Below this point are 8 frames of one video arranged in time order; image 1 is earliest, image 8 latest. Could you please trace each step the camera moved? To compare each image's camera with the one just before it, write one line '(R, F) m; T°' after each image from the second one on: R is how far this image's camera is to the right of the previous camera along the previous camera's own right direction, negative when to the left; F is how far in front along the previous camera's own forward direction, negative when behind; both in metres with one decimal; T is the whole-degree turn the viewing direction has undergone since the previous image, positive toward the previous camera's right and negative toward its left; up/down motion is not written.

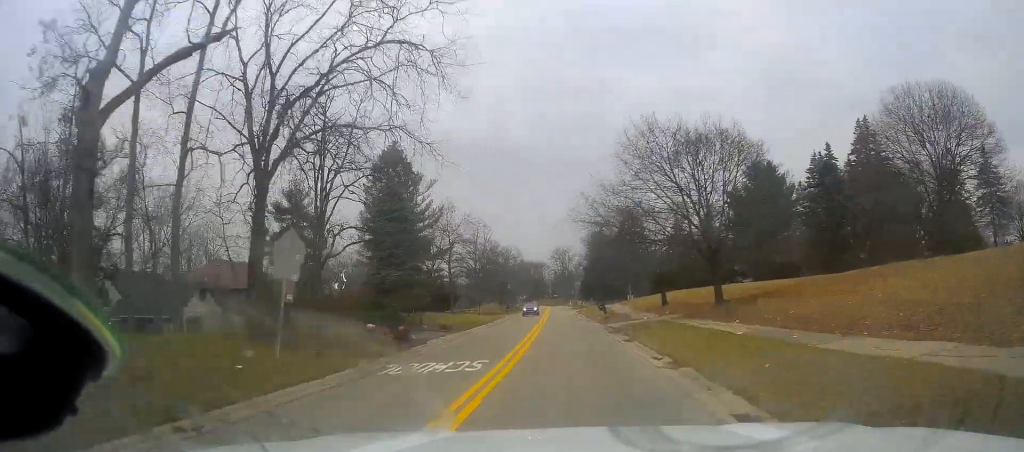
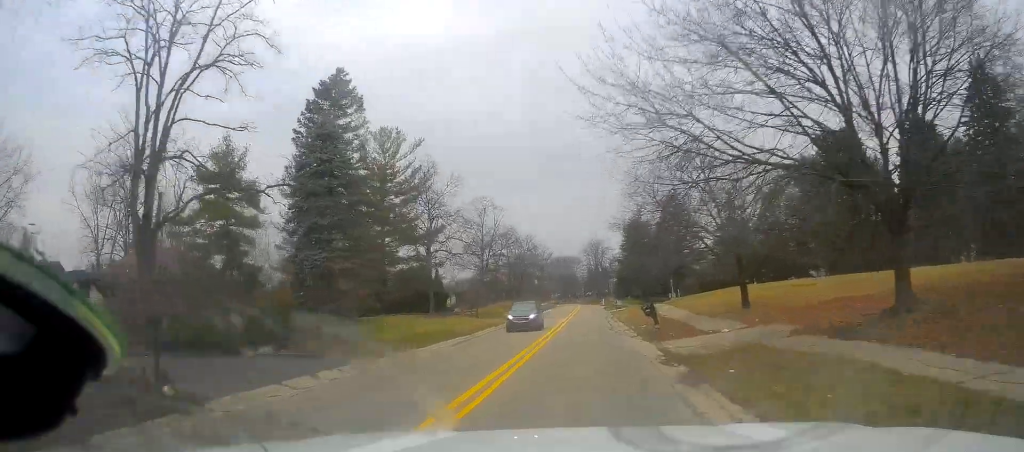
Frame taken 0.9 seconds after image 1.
(-0.3, +17.7) m; -5°
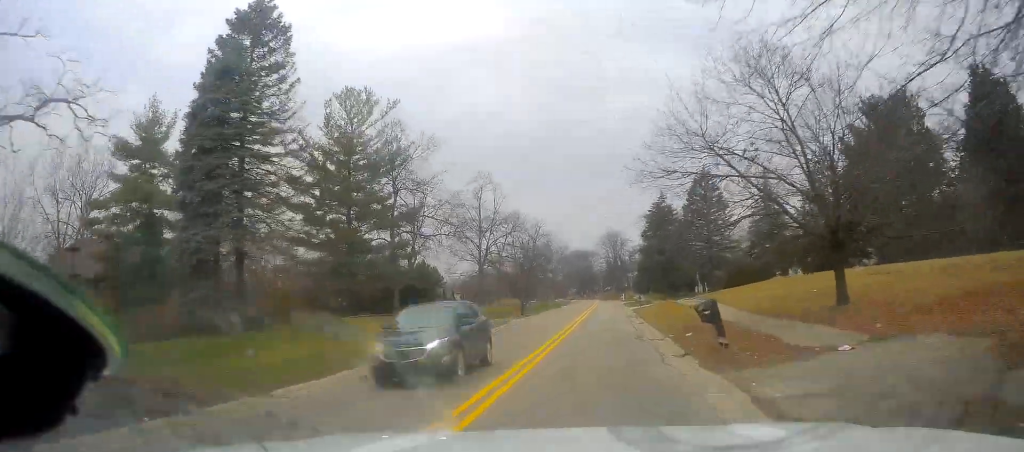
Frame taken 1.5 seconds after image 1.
(-0.8, +10.7) m; -3°
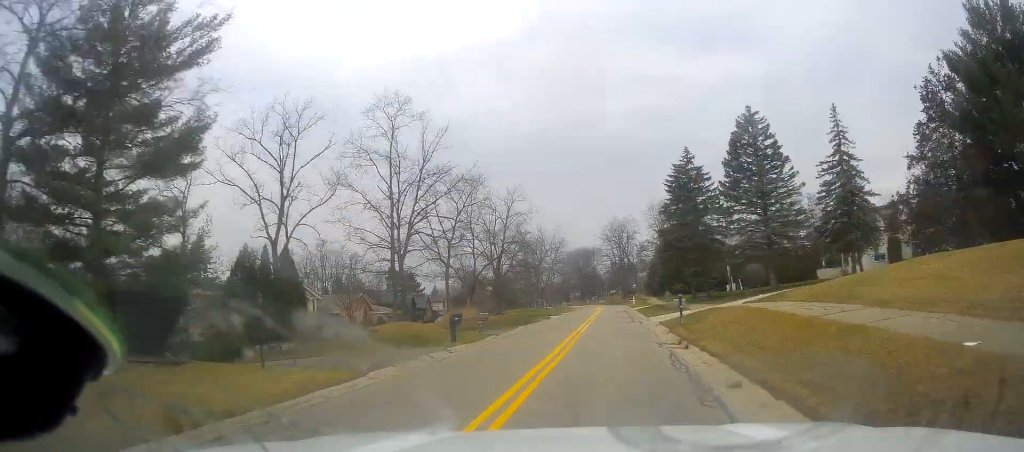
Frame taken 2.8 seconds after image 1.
(-0.2, +23.5) m; -1°
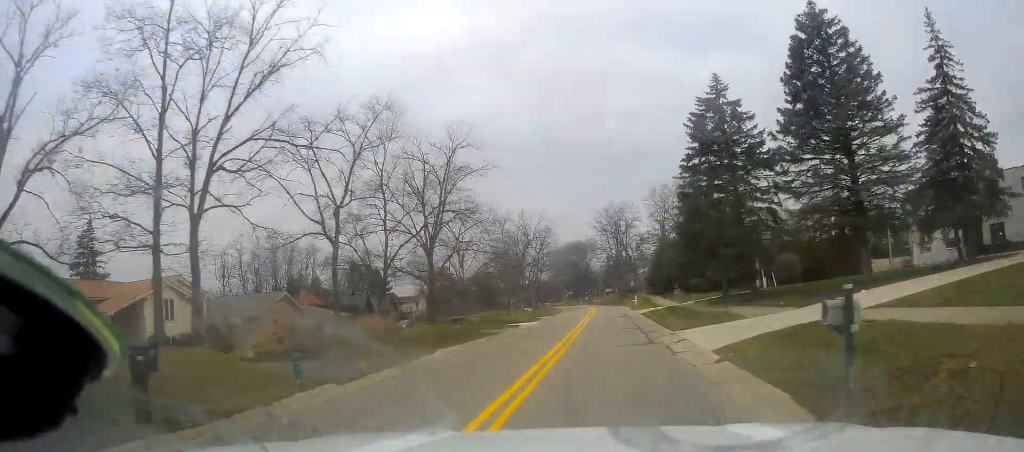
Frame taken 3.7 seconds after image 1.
(-0.2, +18.2) m; 0°
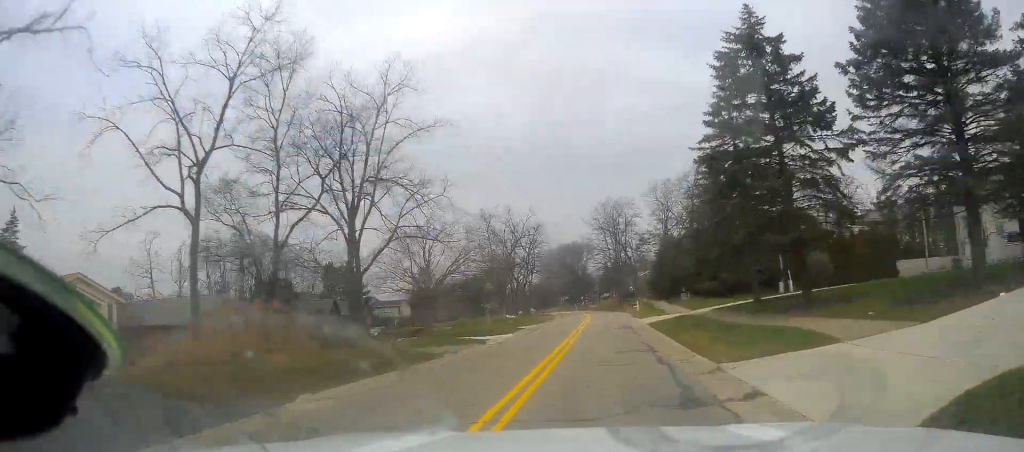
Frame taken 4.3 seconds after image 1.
(0.0, +10.1) m; 0°
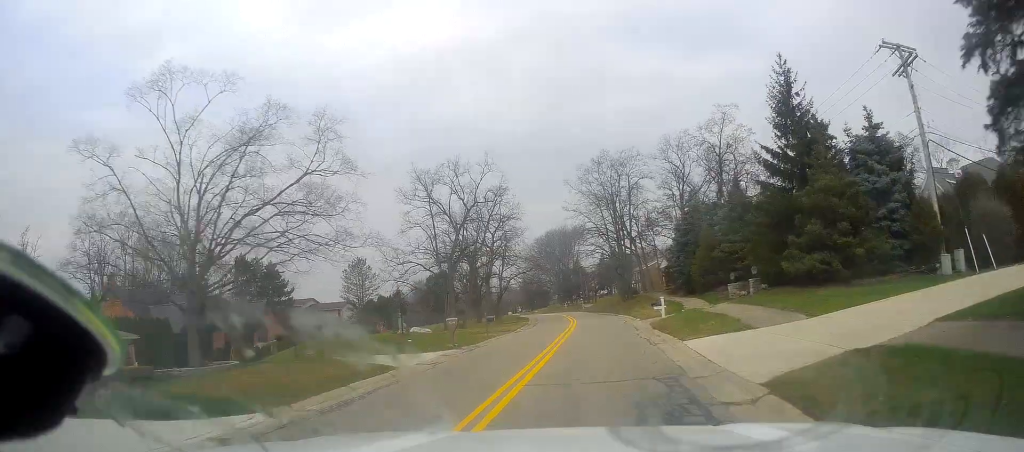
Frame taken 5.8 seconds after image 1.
(-0.1, +28.4) m; 0°
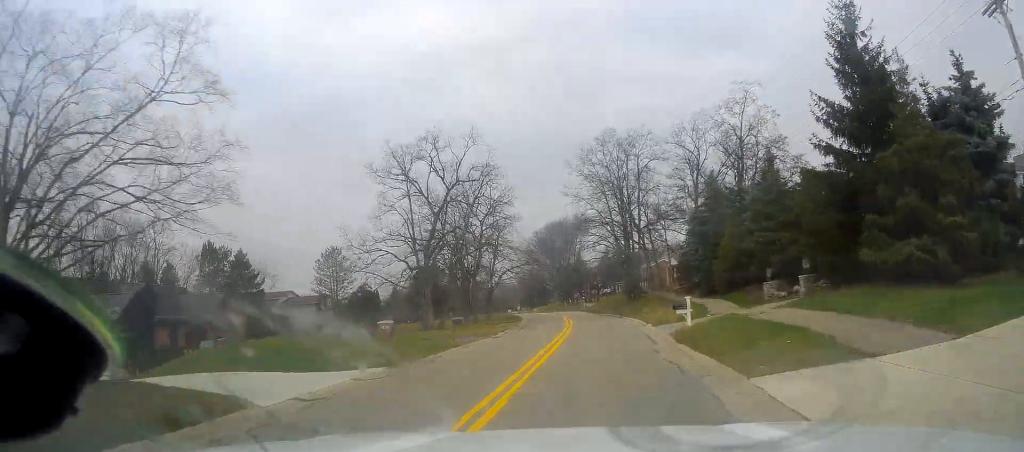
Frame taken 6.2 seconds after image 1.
(+0.1, +8.8) m; 0°
